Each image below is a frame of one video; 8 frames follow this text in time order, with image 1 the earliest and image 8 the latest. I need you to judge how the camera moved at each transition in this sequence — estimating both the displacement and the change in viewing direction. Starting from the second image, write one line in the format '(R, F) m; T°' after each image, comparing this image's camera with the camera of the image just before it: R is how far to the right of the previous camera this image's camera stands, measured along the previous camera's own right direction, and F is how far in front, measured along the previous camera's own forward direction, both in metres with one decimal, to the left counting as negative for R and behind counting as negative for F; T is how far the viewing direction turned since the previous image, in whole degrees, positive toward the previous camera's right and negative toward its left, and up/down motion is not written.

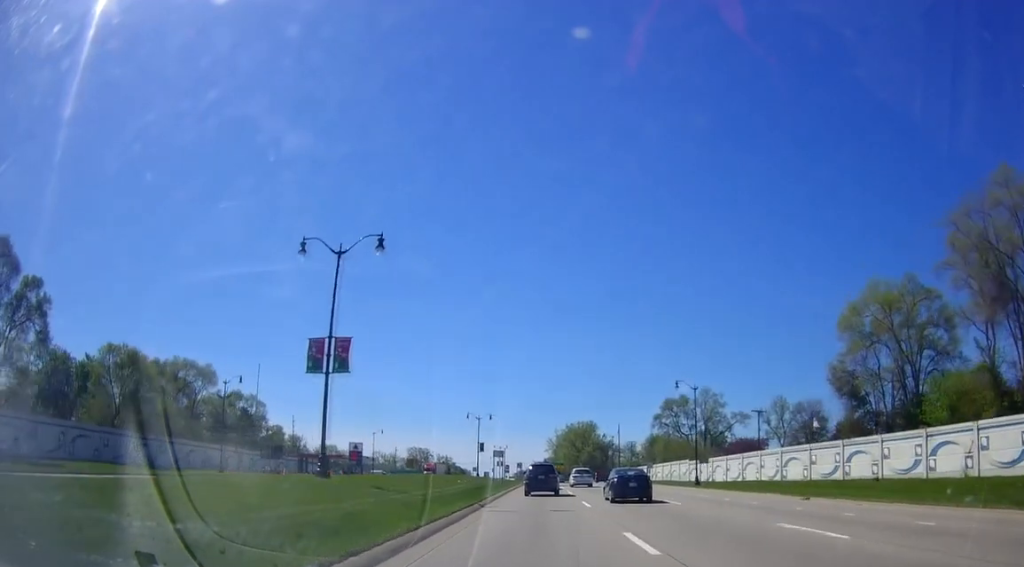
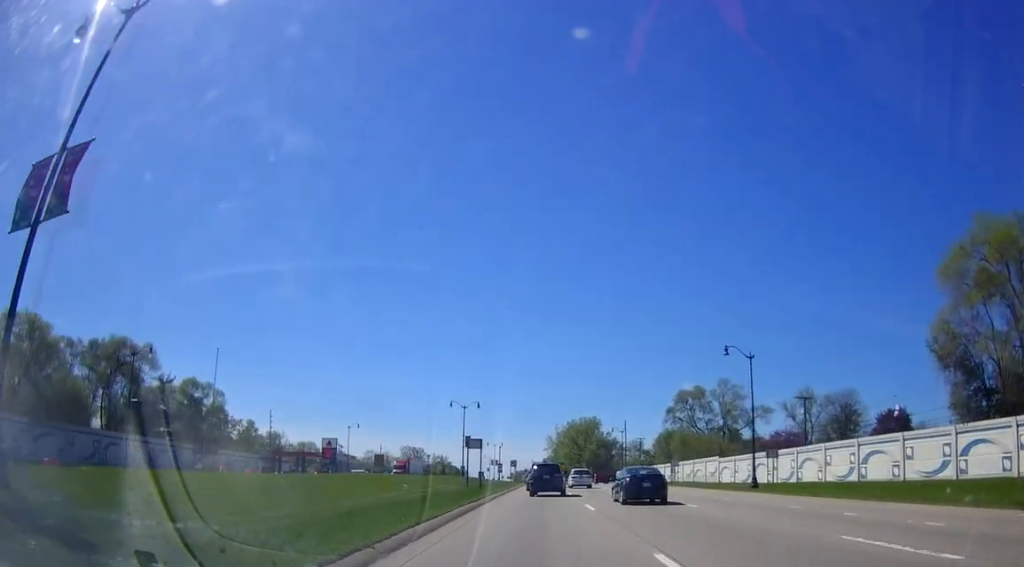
(-0.1, +15.8) m; 0°
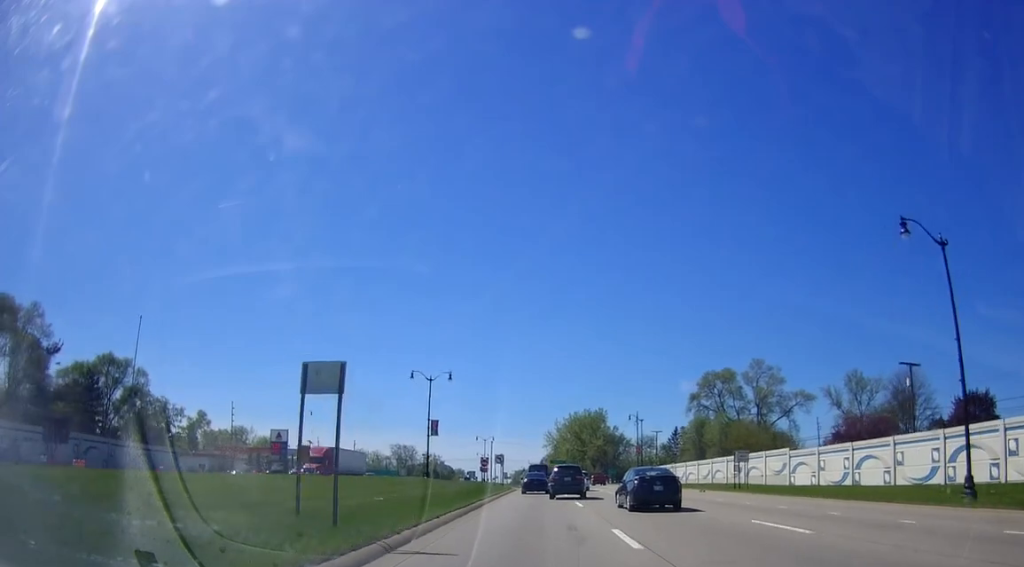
(+0.1, +22.3) m; +2°
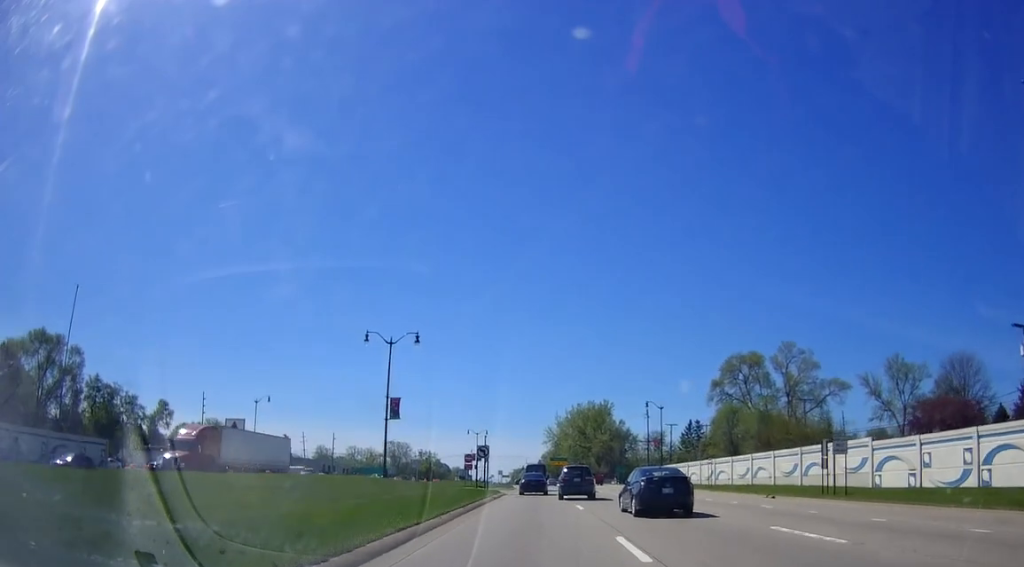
(+0.3, +15.4) m; +1°
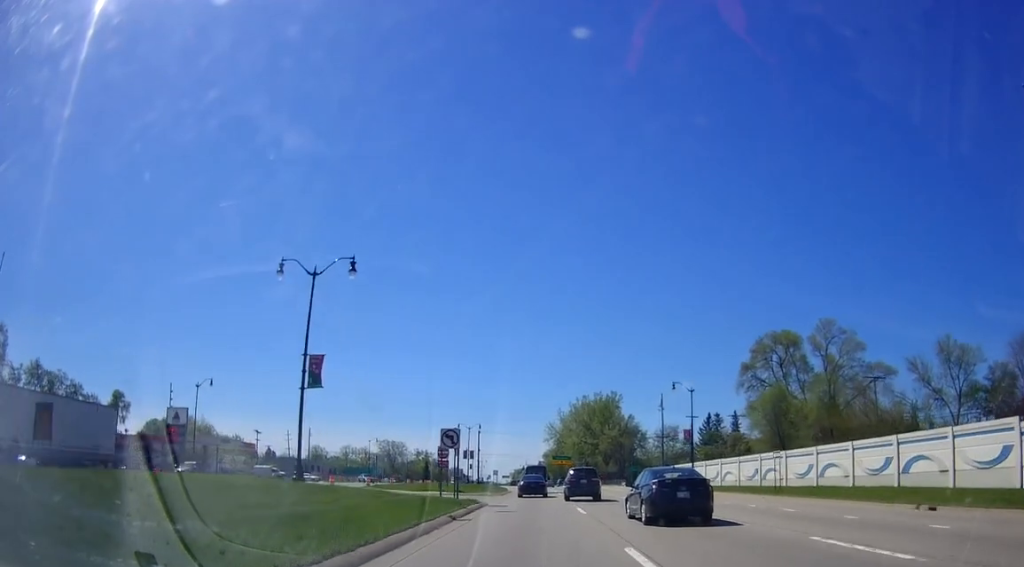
(0.0, +15.9) m; -1°
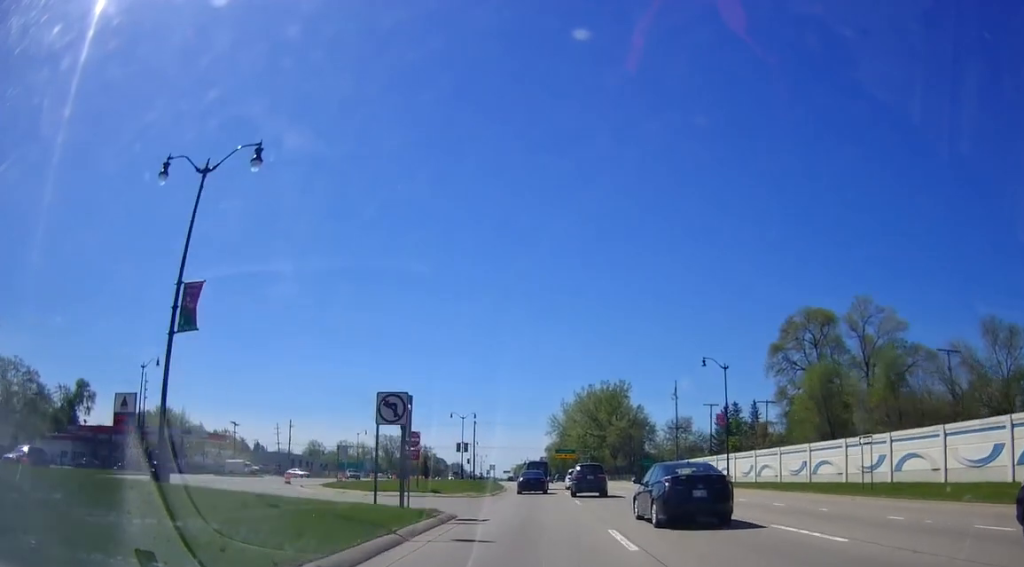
(-0.1, +11.4) m; -1°
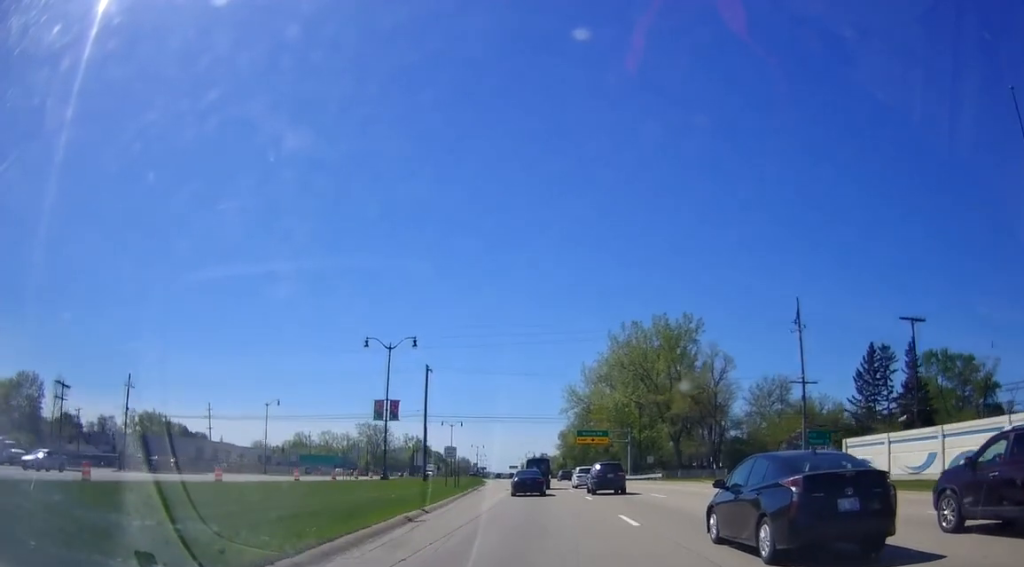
(-0.9, +55.4) m; -2°
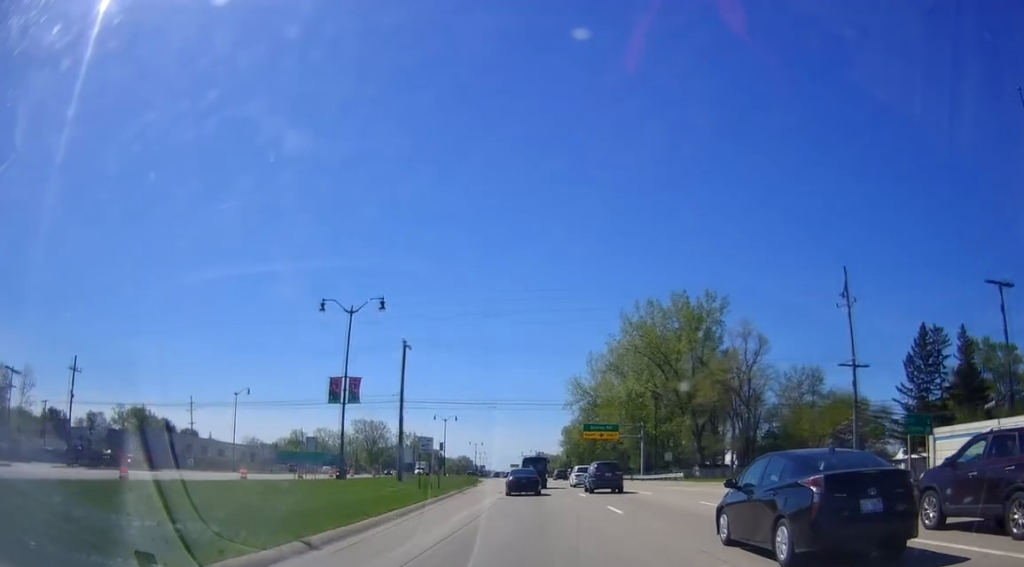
(0.0, +11.1) m; 0°
